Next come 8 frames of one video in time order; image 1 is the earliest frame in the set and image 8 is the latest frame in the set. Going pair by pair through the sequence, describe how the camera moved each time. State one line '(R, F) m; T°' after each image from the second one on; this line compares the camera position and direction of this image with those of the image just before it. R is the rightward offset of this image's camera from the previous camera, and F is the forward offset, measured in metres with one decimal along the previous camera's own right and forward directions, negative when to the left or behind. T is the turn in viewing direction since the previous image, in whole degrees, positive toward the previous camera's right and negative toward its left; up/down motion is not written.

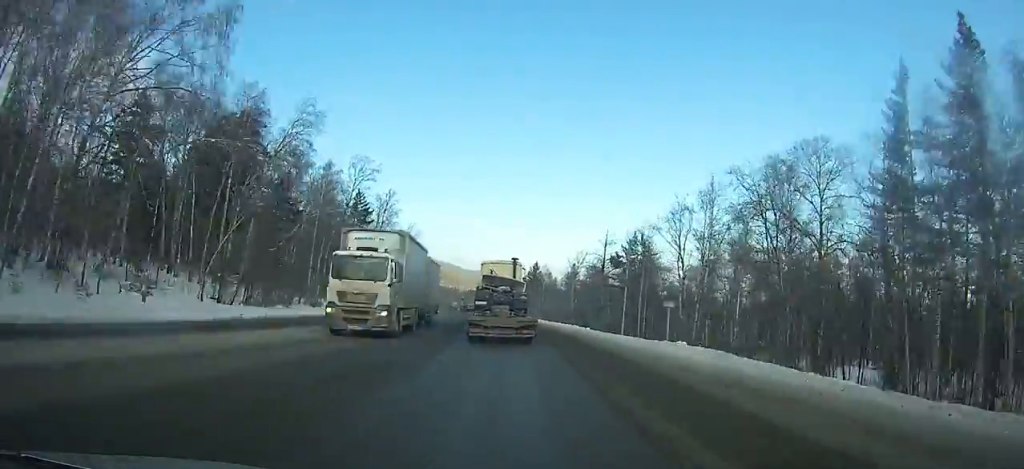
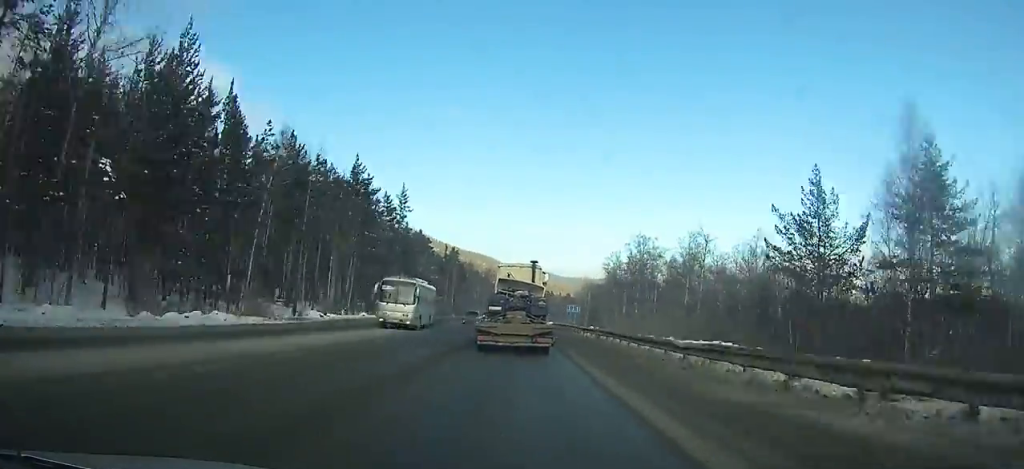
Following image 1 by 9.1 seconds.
(-13.6, +165.3) m; -8°
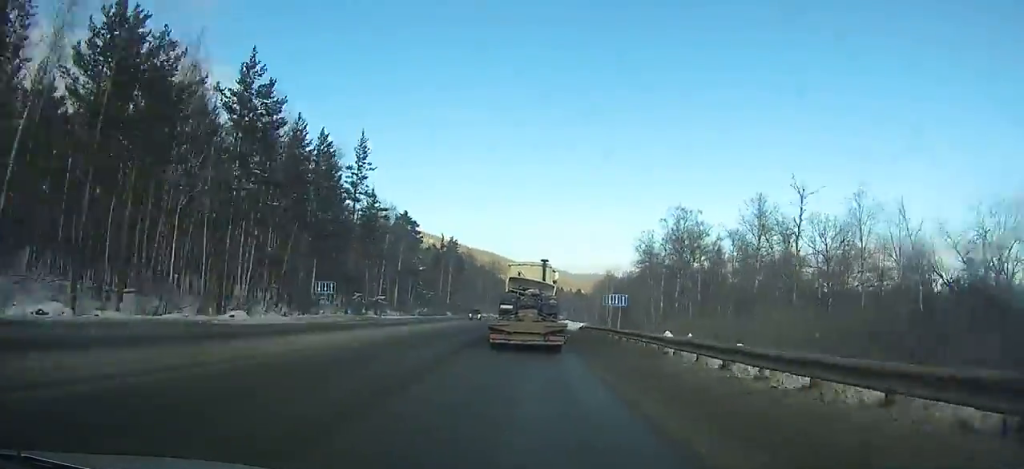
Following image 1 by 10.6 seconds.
(-0.1, +27.0) m; 0°
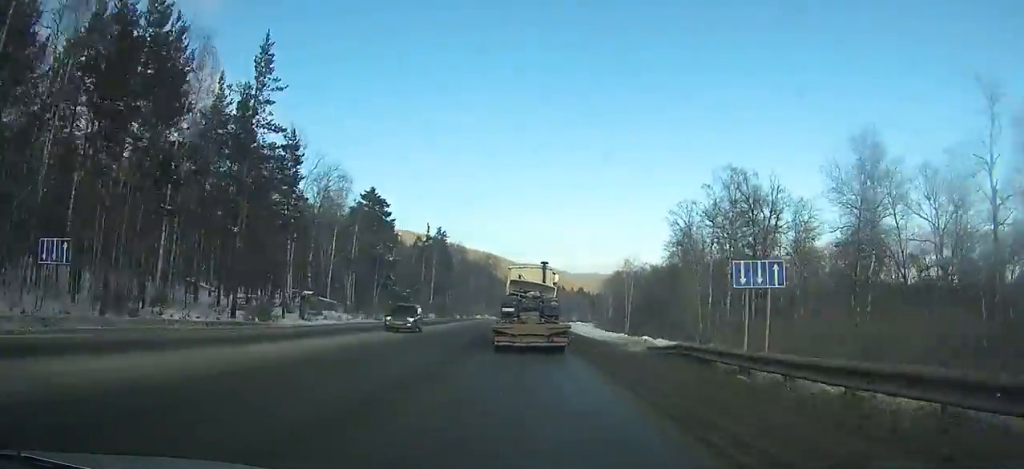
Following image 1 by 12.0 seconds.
(0.0, +25.3) m; 0°
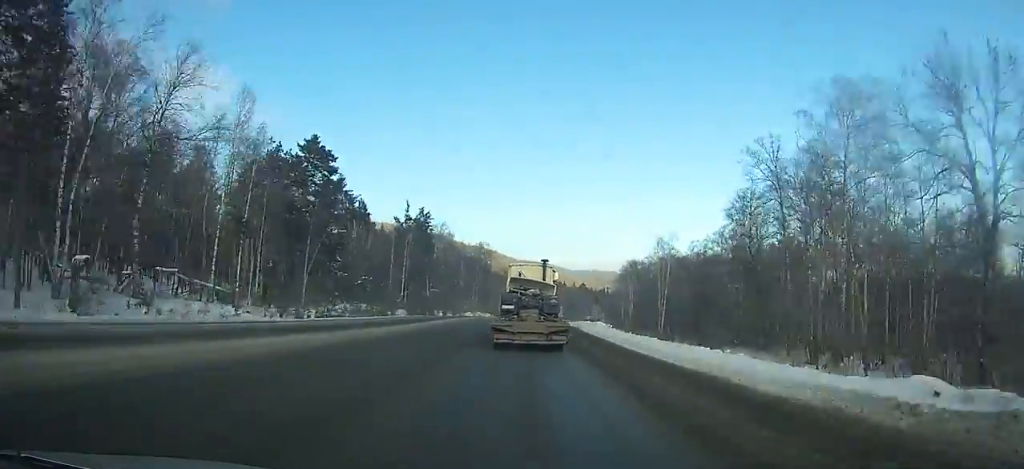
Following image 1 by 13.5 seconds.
(0.0, +27.3) m; 0°
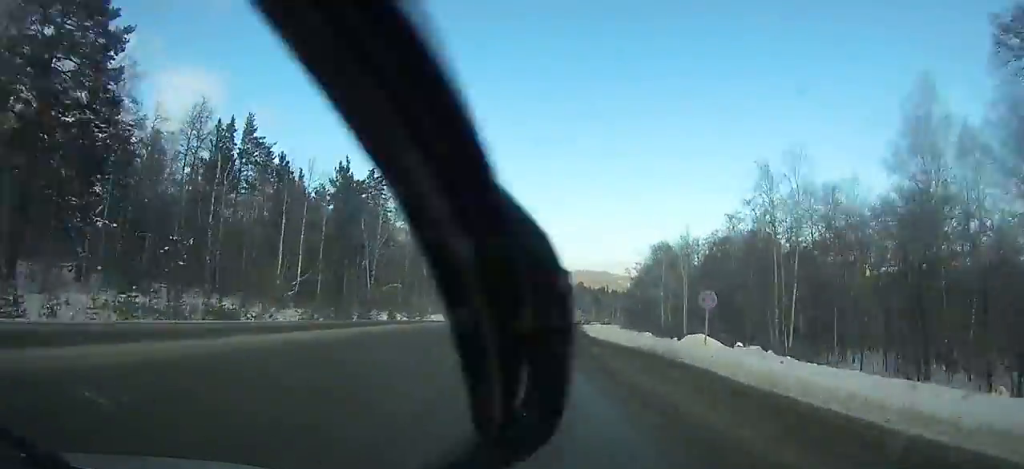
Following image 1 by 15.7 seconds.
(+0.2, +40.4) m; +1°
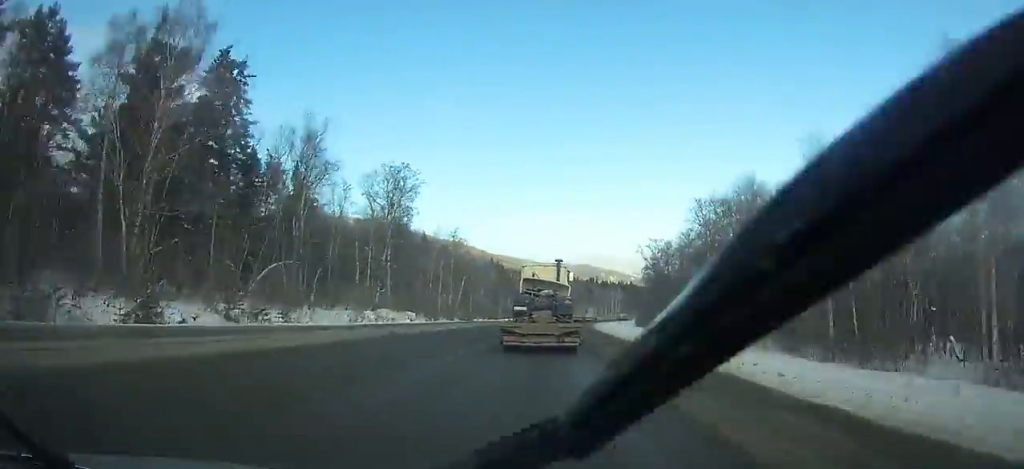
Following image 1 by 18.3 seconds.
(+0.6, +48.5) m; +2°
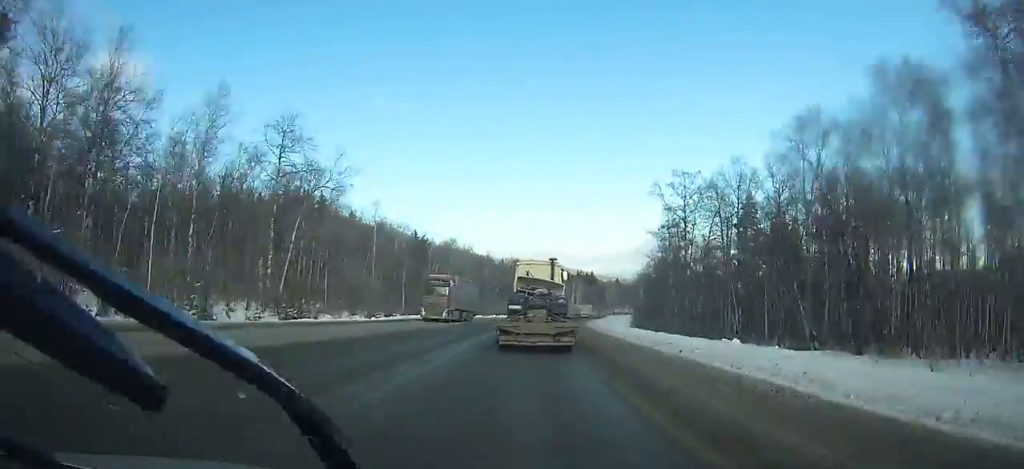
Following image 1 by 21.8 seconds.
(+2.6, +67.3) m; +4°
